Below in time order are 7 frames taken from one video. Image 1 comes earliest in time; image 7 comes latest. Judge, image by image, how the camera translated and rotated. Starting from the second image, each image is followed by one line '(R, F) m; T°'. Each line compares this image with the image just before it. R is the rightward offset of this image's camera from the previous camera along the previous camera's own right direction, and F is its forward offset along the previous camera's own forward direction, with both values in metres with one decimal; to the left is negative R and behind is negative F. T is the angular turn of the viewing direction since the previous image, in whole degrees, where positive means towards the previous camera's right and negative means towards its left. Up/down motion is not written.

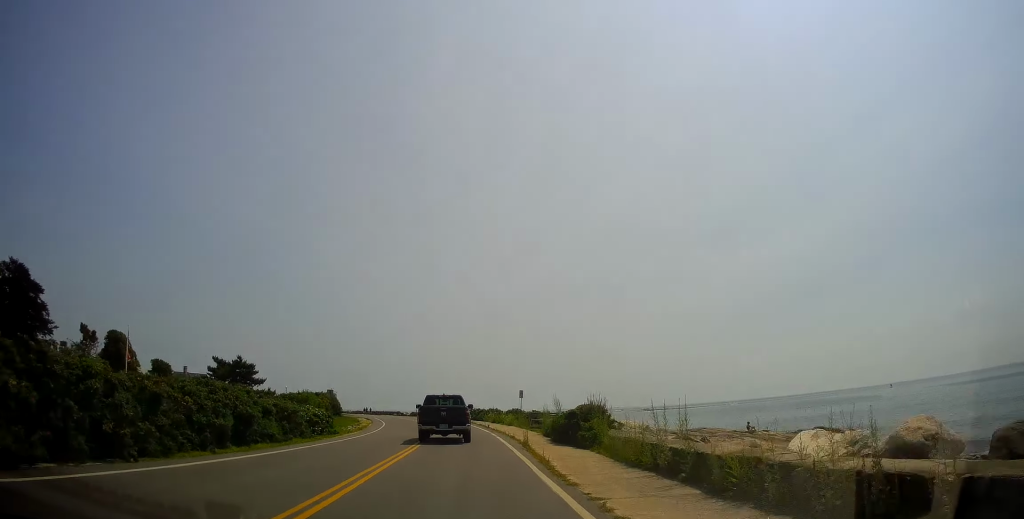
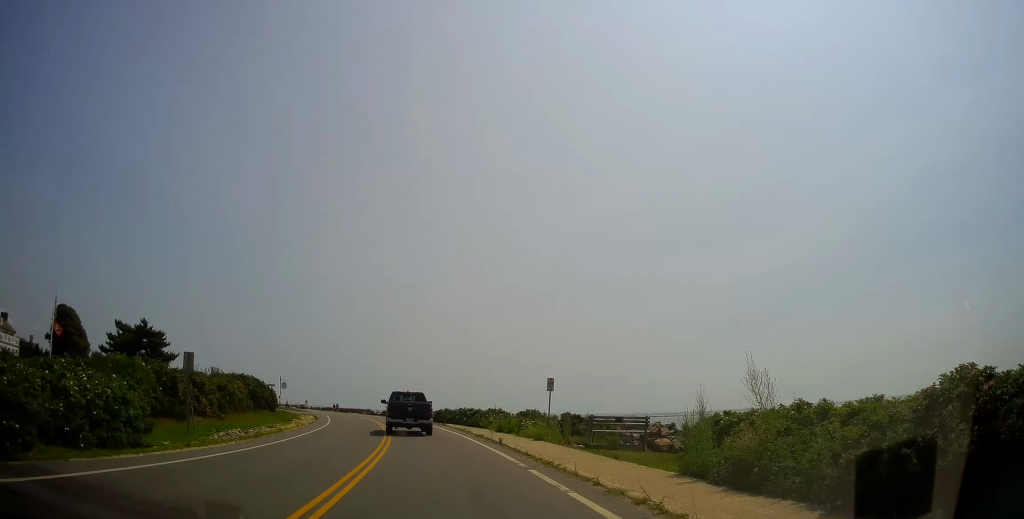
(+1.1, +18.8) m; +5°
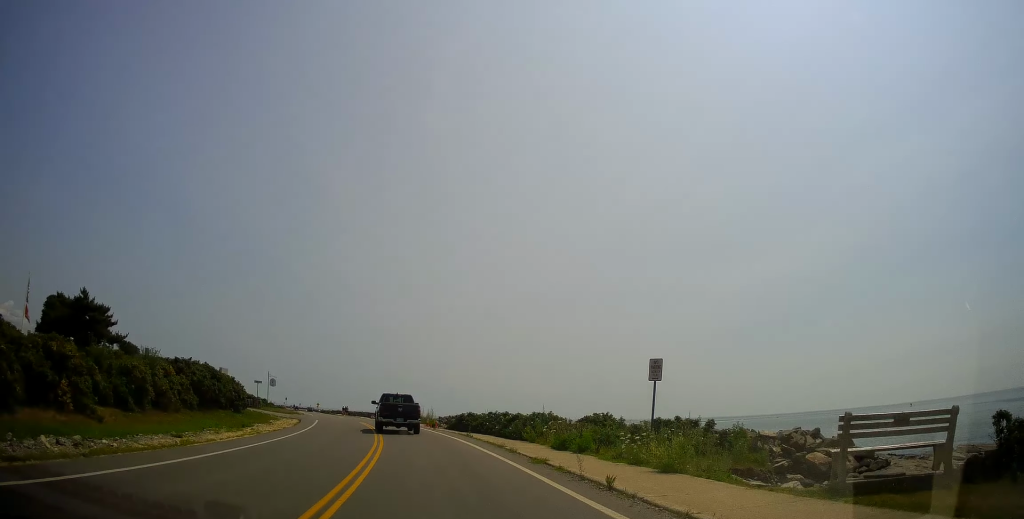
(0.0, +11.3) m; -2°
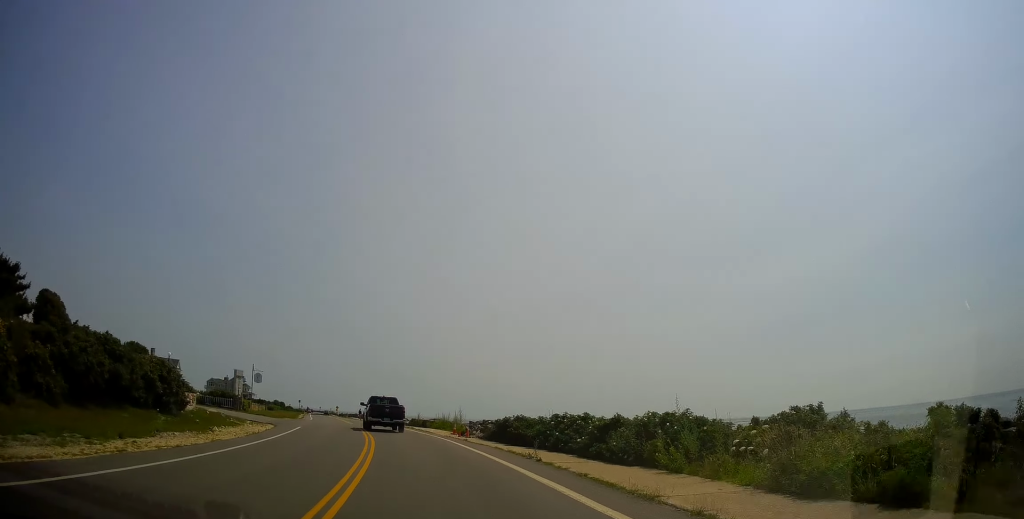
(-0.4, +12.2) m; -4°
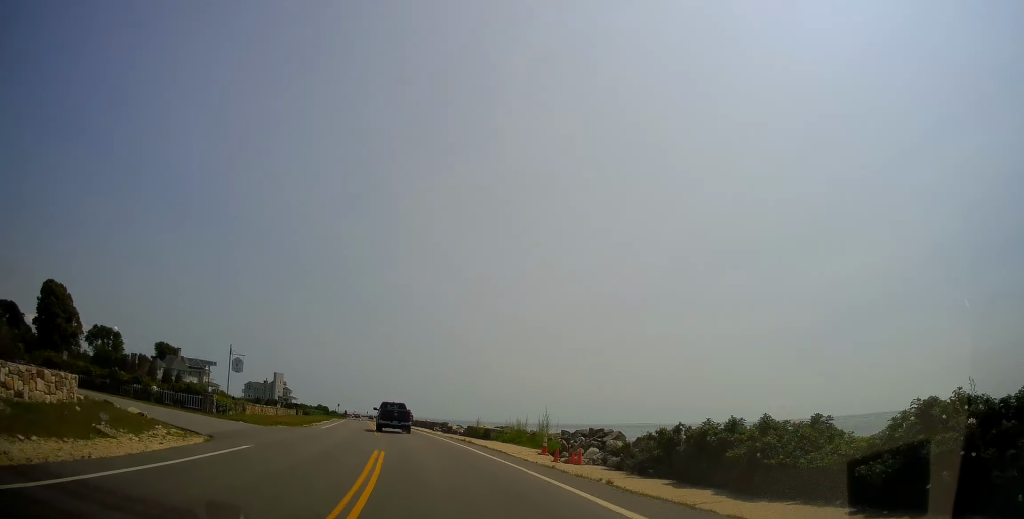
(-0.6, +15.2) m; -6°
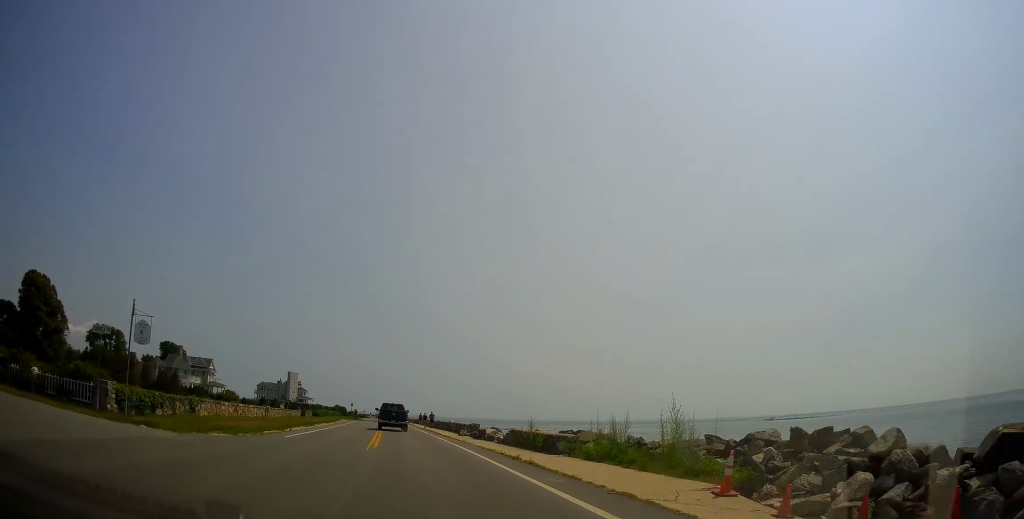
(-0.6, +12.7) m; -4°
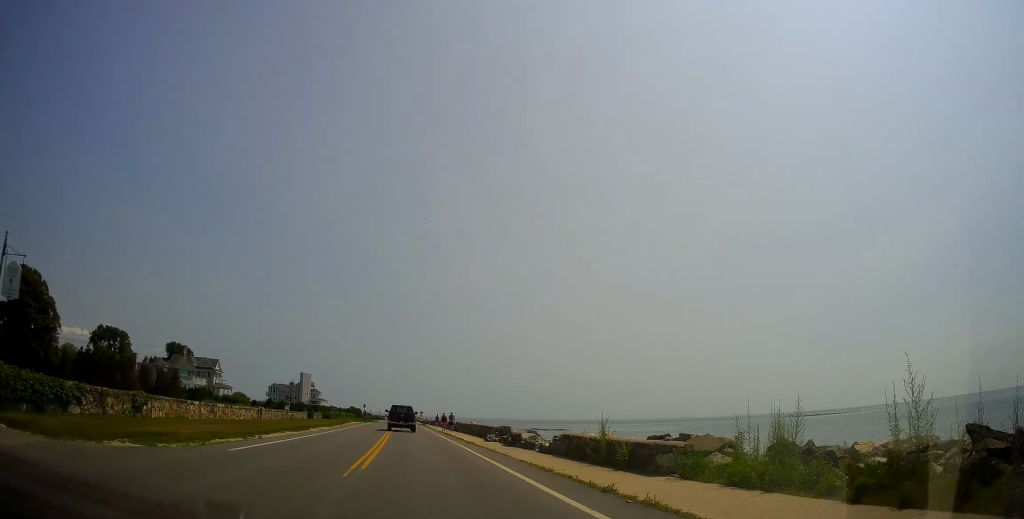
(-0.1, +7.6) m; -1°
